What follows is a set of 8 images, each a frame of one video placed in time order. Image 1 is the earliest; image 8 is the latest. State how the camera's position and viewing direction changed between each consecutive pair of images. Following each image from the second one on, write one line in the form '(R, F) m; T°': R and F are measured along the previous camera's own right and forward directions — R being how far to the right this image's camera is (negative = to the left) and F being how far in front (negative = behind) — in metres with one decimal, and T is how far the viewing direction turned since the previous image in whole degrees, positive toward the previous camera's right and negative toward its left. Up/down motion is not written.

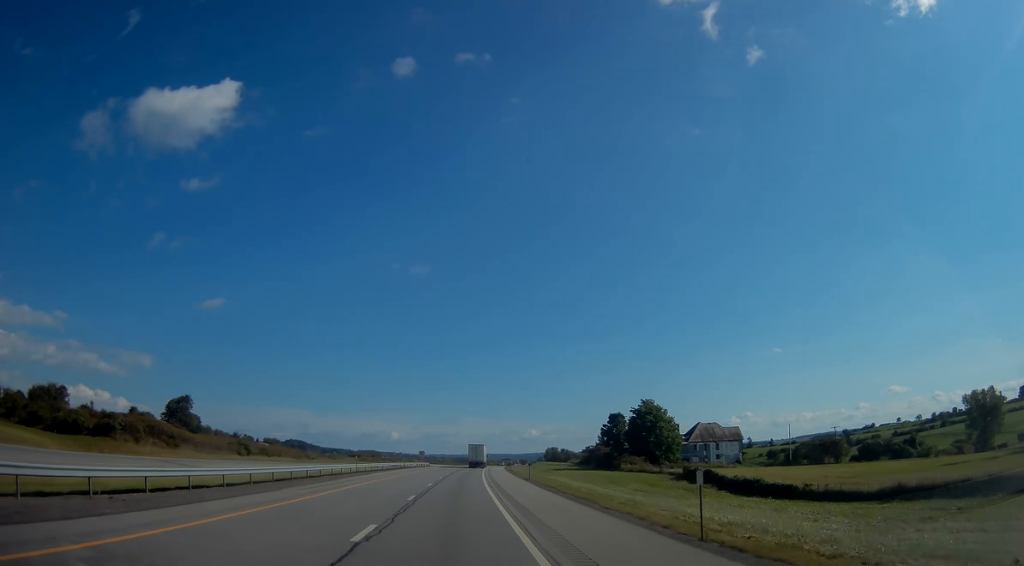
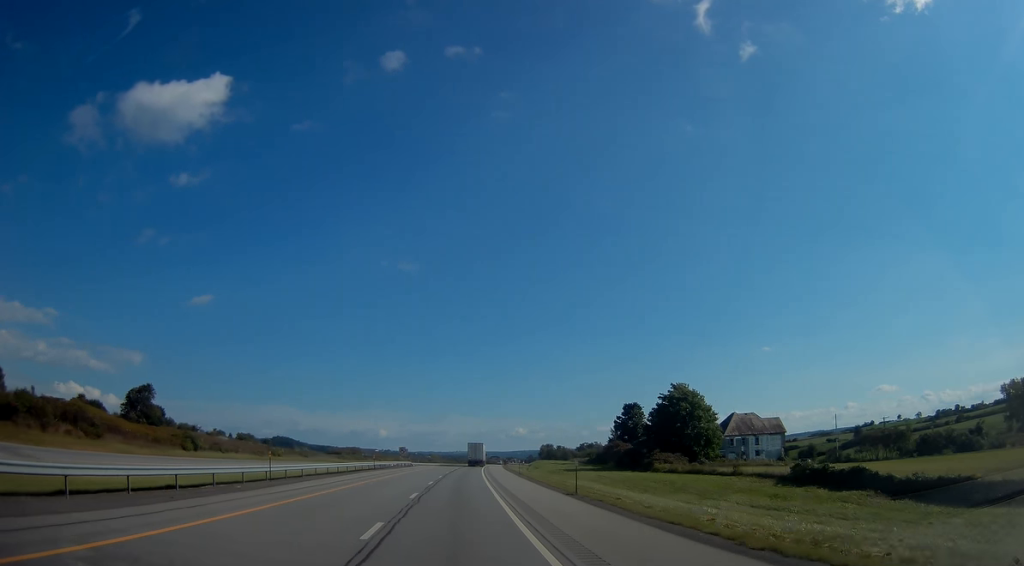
(-0.1, +24.1) m; +1°
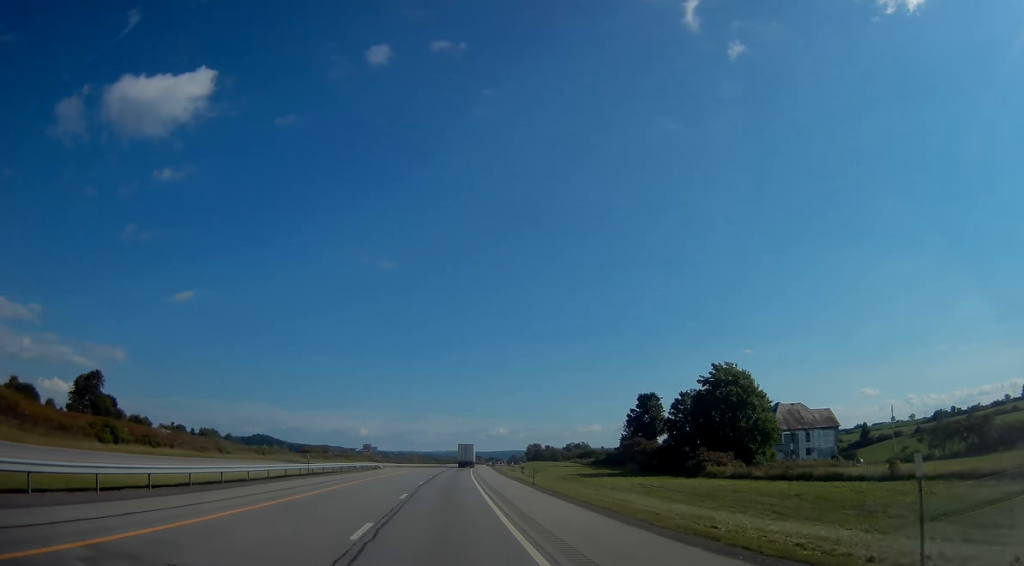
(+0.6, +24.2) m; +2°
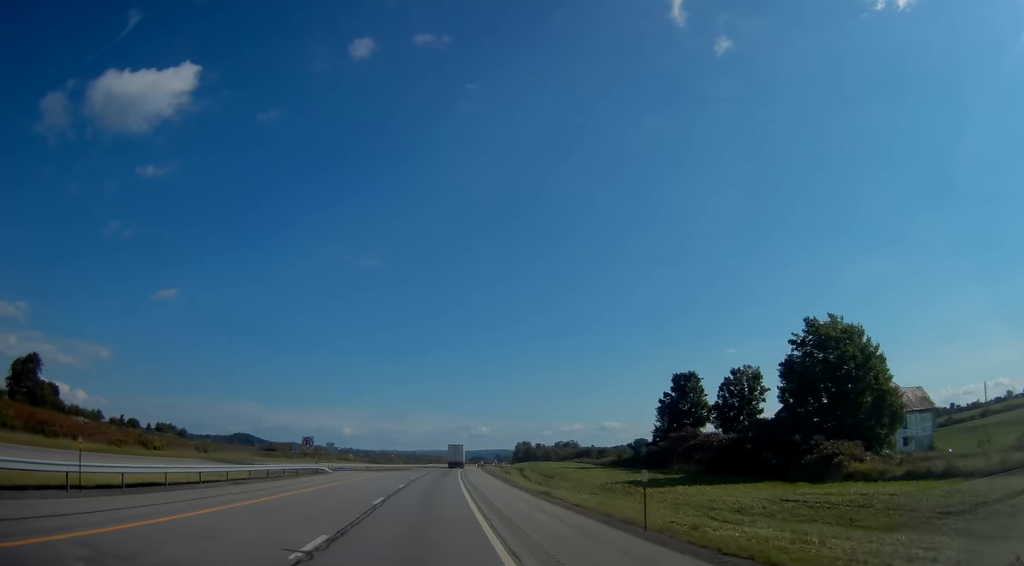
(+0.4, +27.2) m; +1°
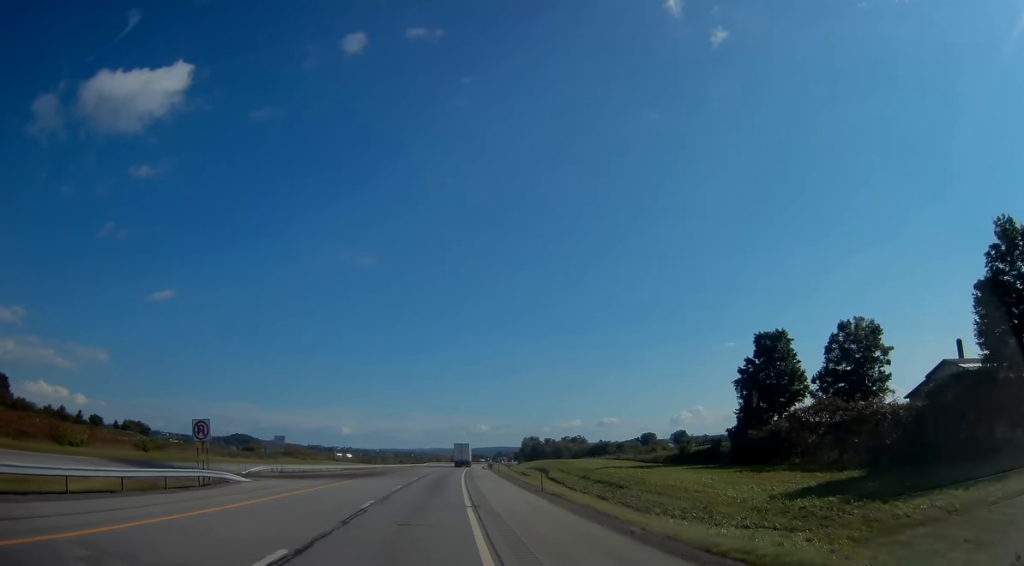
(0.0, +26.3) m; +1°
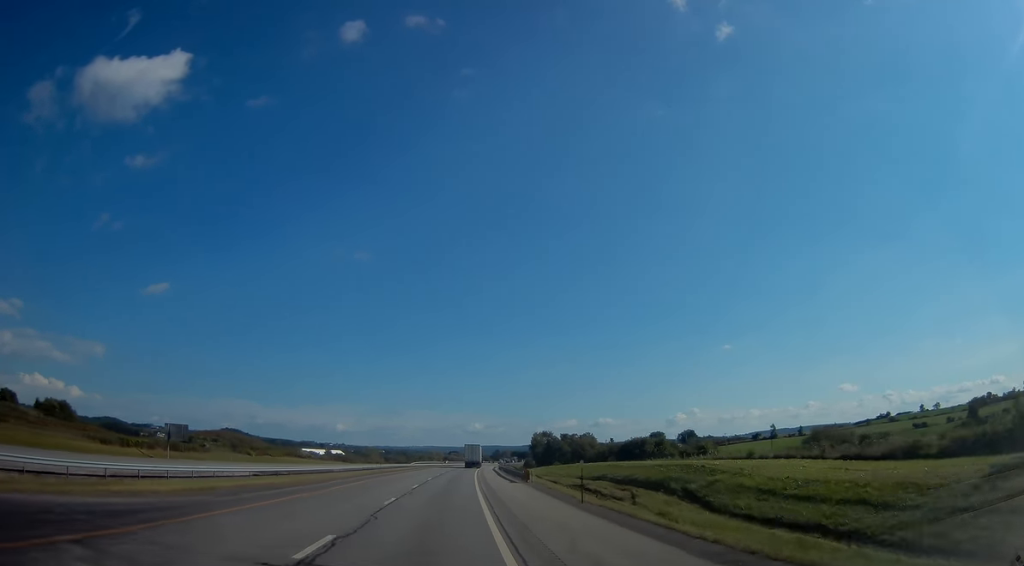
(+0.6, +45.7) m; +1°
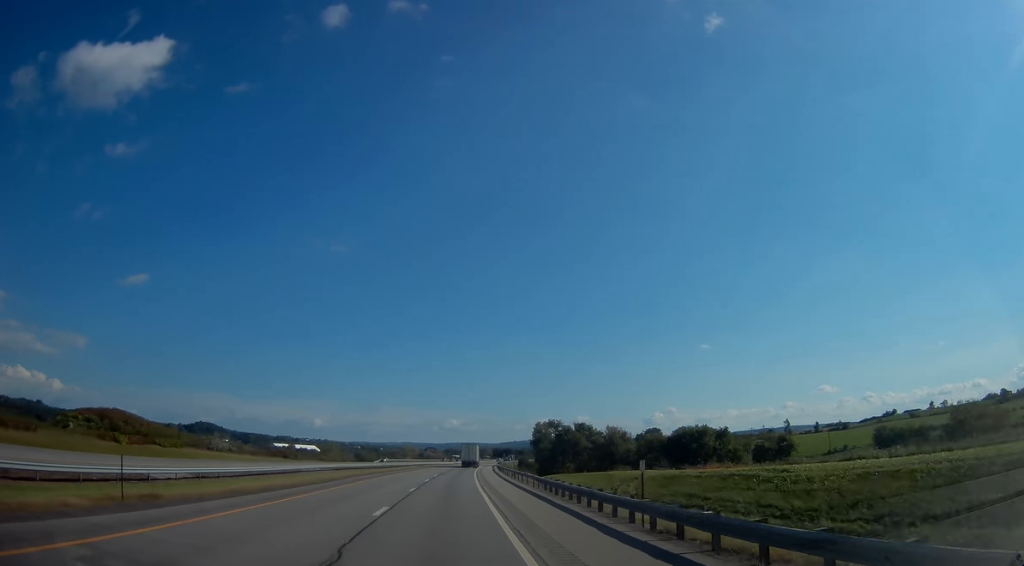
(+0.3, +52.9) m; +2°
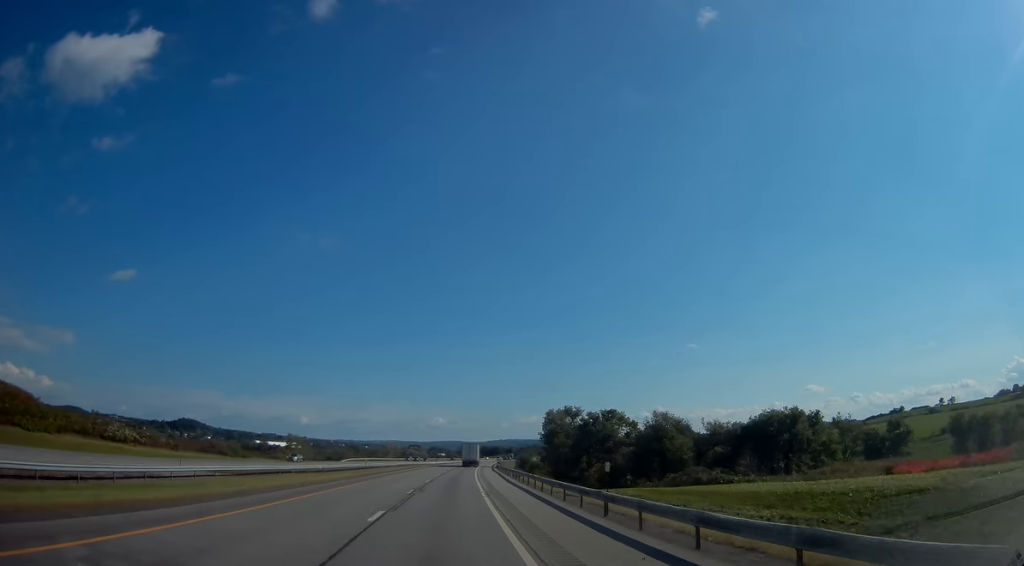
(+0.5, +37.7) m; +1°
